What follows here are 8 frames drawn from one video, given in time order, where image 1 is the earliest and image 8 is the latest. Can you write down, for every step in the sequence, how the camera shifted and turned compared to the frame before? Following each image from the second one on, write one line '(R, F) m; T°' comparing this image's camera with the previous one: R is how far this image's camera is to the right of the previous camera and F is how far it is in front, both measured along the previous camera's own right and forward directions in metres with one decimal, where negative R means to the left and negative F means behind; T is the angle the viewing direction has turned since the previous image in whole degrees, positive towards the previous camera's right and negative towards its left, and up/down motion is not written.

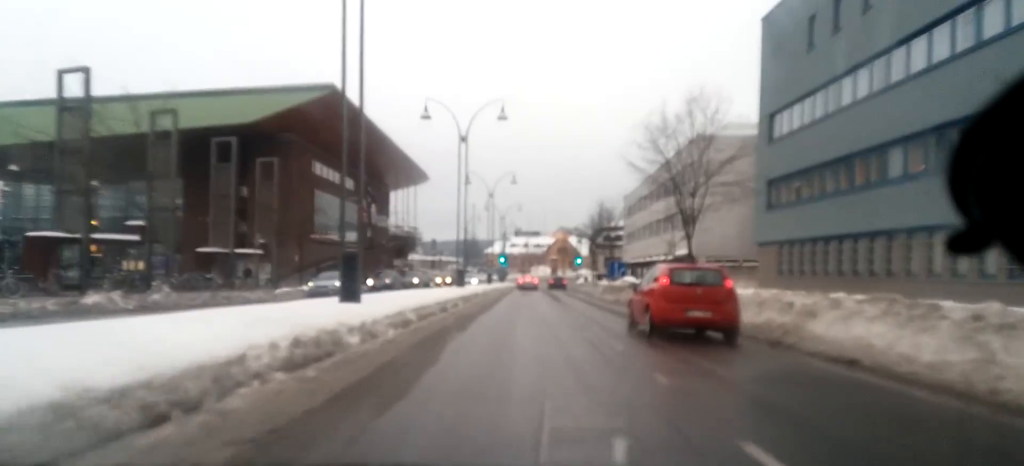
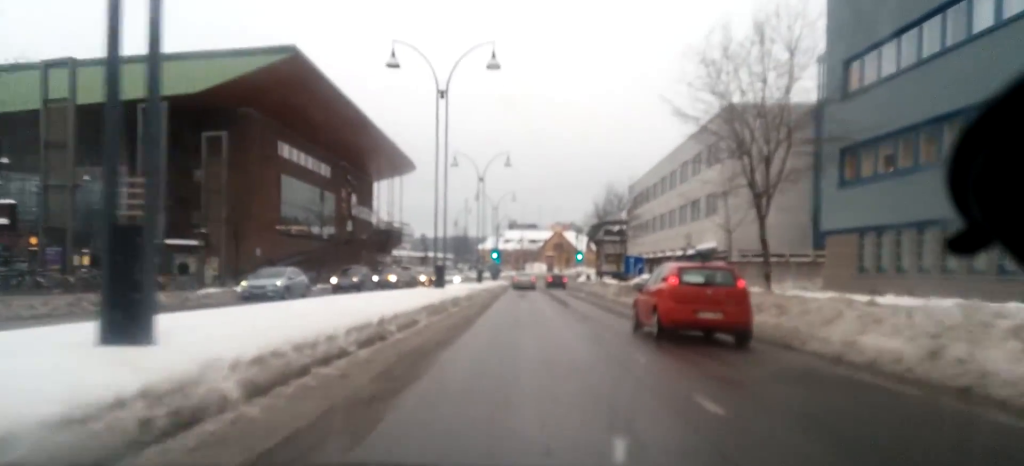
(-0.3, +9.4) m; -2°
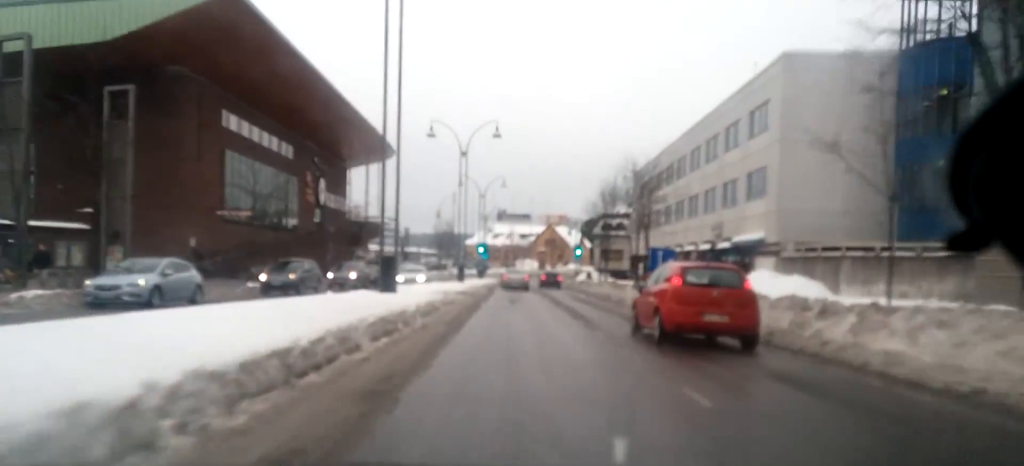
(-0.1, +10.7) m; +1°
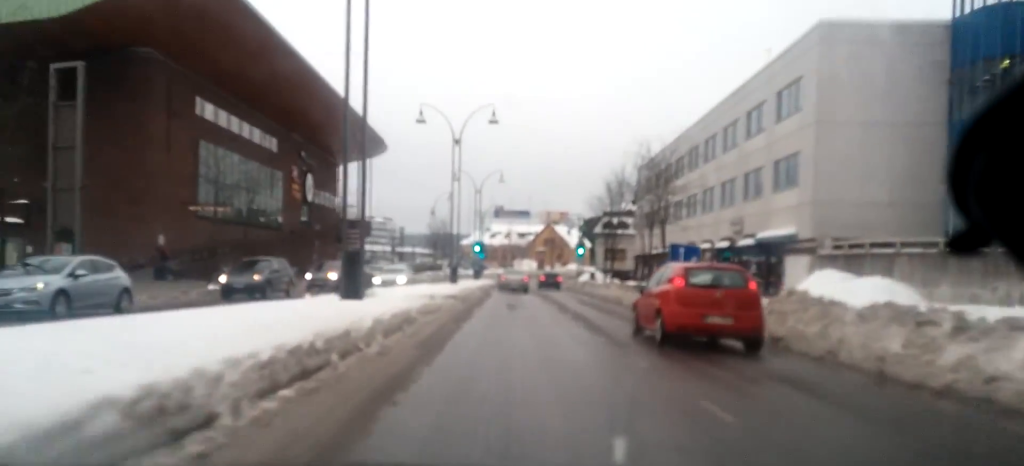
(0.0, +4.3) m; +1°
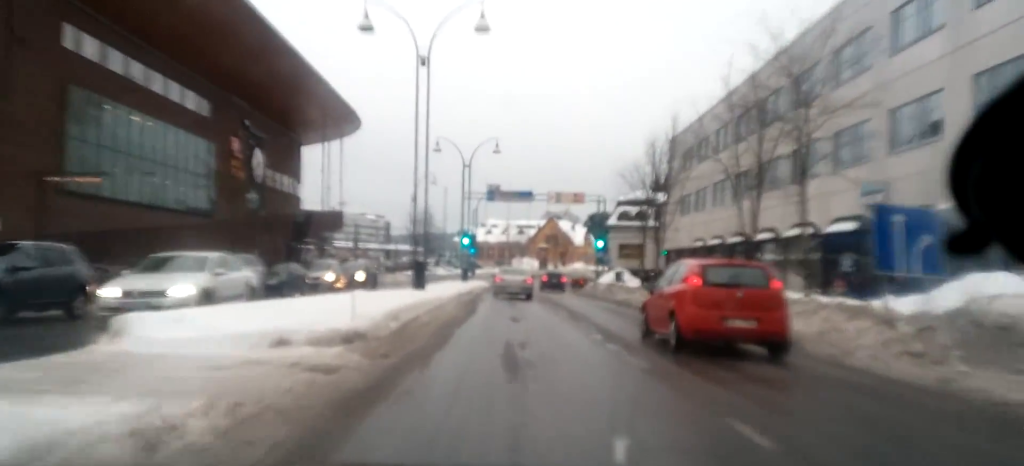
(+0.6, +15.8) m; +2°
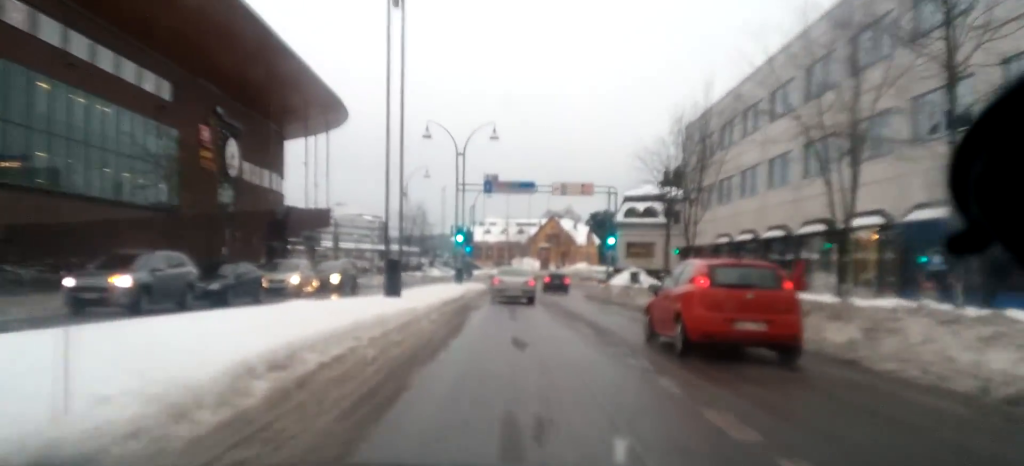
(0.0, +5.9) m; 0°
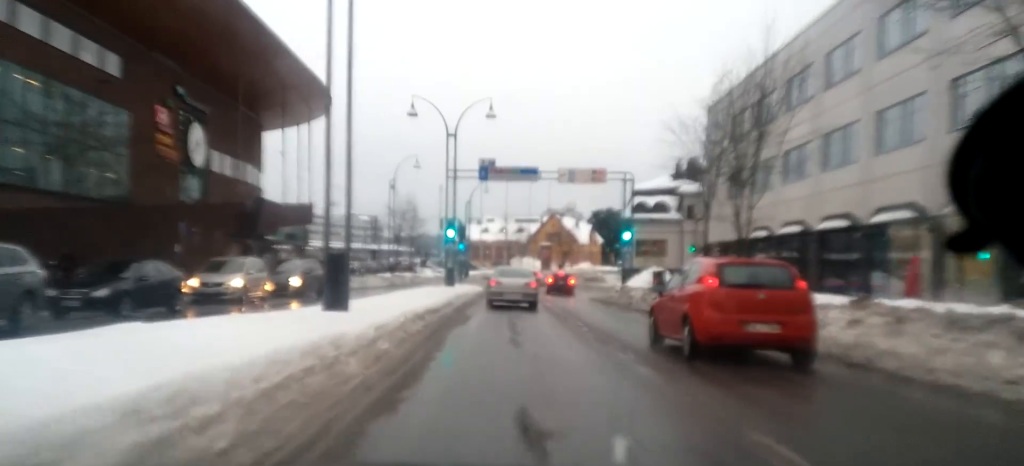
(0.0, +6.8) m; 0°
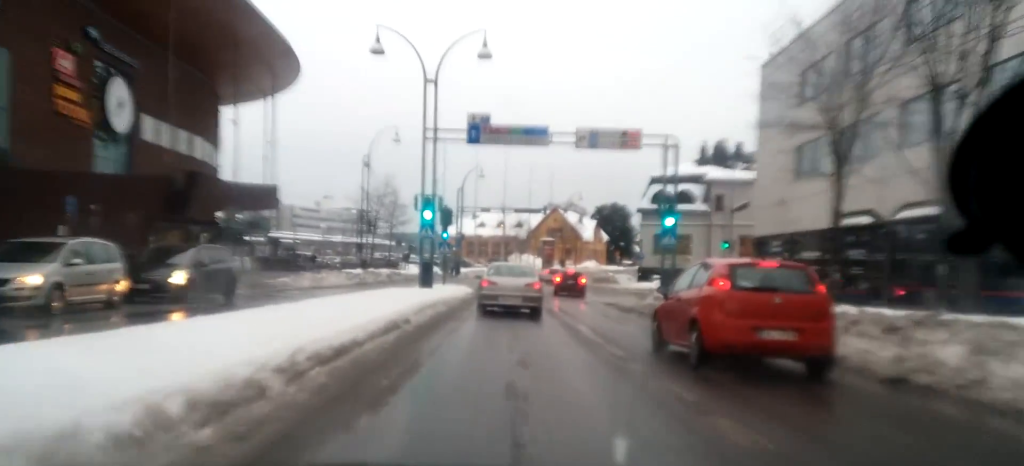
(0.0, +11.5) m; +2°
